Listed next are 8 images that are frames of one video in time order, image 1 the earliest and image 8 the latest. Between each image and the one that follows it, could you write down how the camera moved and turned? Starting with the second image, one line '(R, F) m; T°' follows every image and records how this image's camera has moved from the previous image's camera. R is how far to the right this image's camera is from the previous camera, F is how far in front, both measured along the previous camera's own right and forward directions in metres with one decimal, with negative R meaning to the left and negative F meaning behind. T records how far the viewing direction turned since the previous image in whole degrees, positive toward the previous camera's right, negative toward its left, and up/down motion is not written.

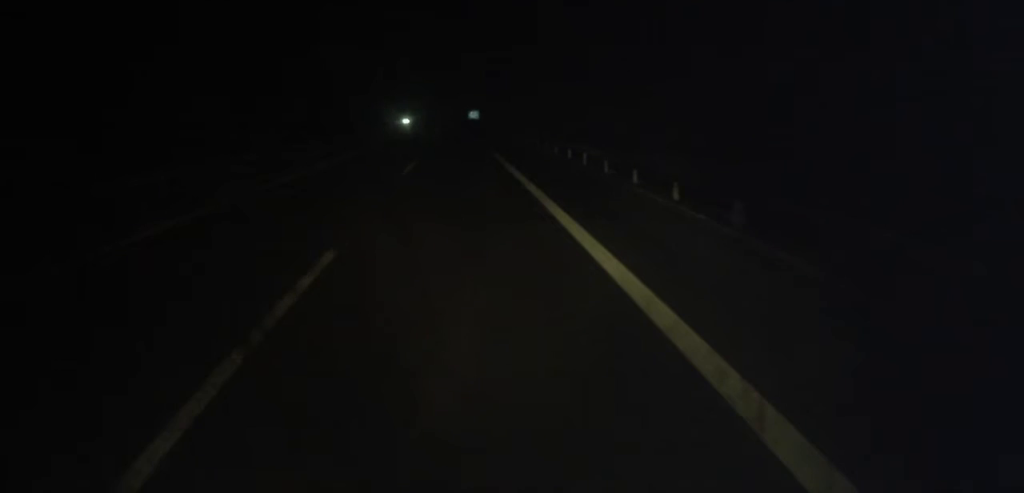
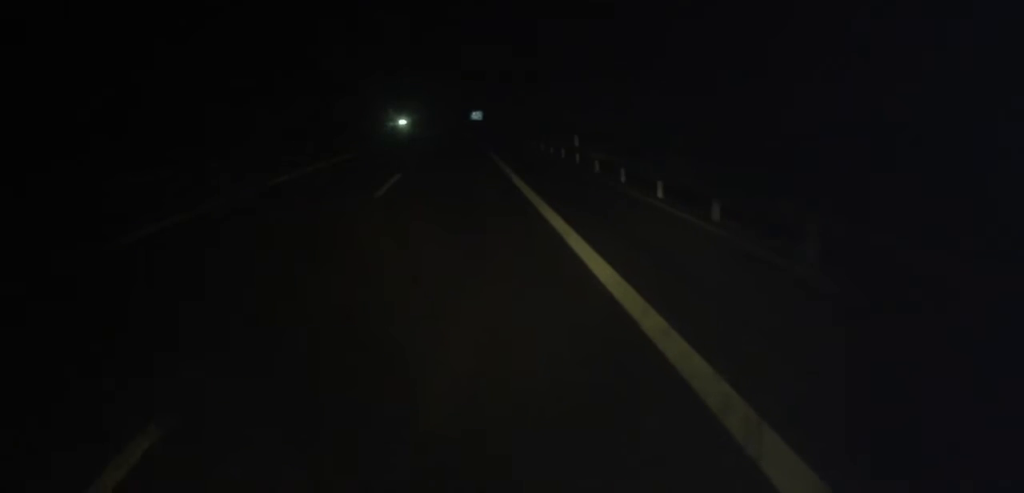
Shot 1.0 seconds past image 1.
(0.0, +23.1) m; +1°
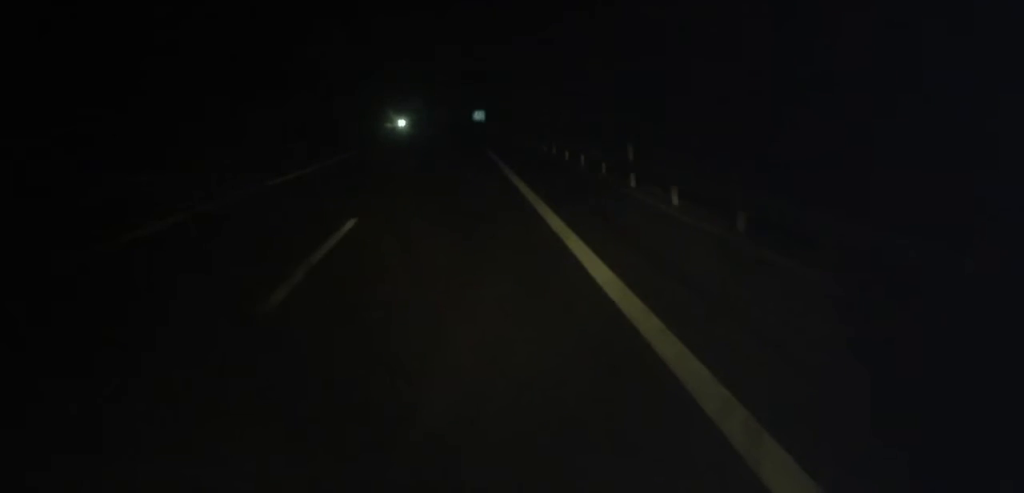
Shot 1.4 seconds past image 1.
(+0.1, +9.2) m; +1°
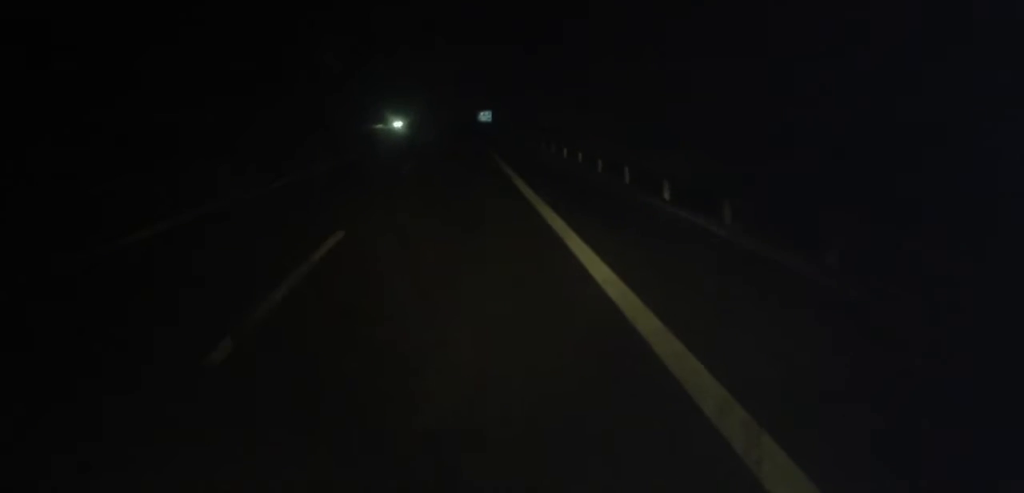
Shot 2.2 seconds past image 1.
(0.0, +19.3) m; -1°
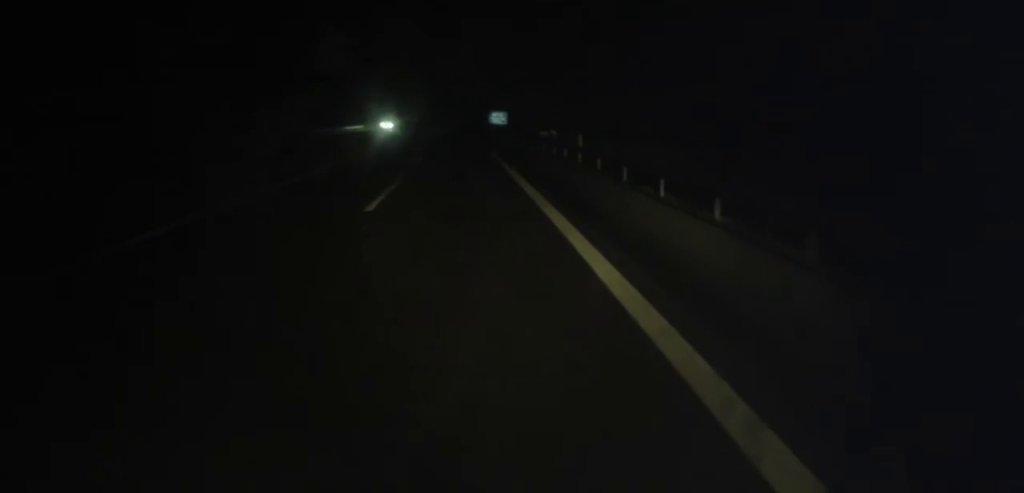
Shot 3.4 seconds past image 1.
(-0.5, +27.2) m; 0°
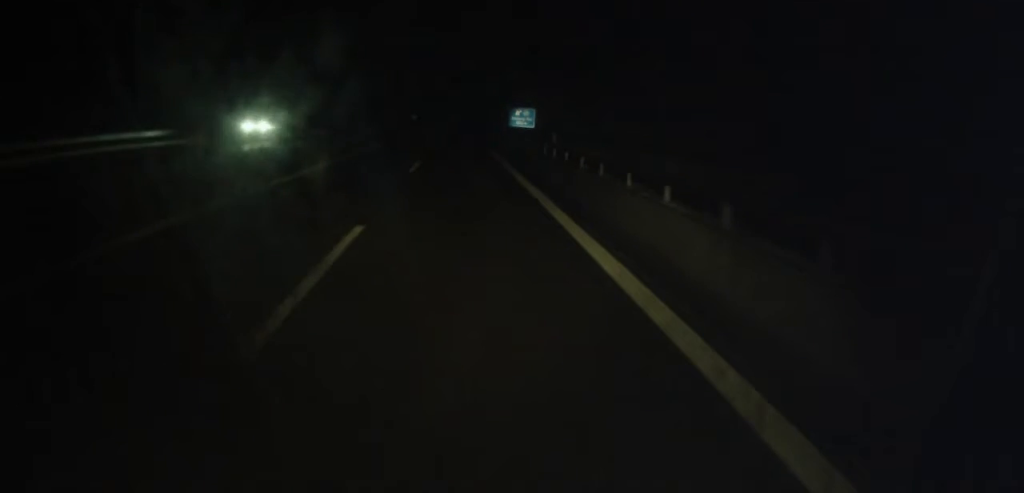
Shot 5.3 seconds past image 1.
(+0.9, +44.3) m; 0°
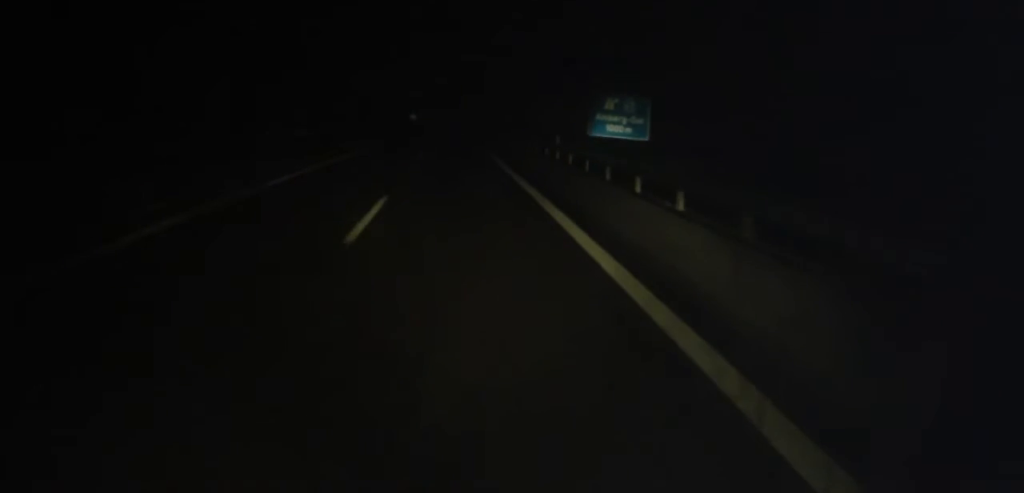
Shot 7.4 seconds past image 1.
(-1.2, +48.9) m; -2°
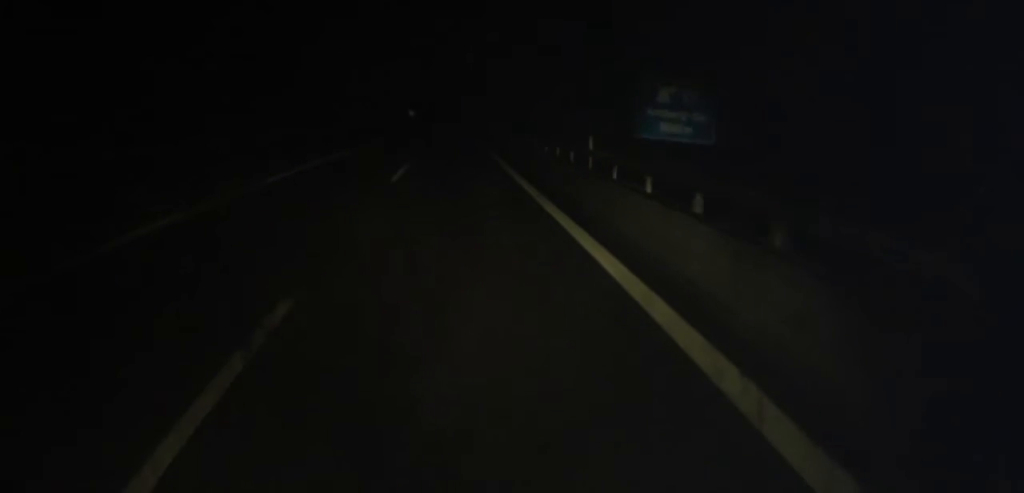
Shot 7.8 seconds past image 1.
(0.0, +9.3) m; 0°
